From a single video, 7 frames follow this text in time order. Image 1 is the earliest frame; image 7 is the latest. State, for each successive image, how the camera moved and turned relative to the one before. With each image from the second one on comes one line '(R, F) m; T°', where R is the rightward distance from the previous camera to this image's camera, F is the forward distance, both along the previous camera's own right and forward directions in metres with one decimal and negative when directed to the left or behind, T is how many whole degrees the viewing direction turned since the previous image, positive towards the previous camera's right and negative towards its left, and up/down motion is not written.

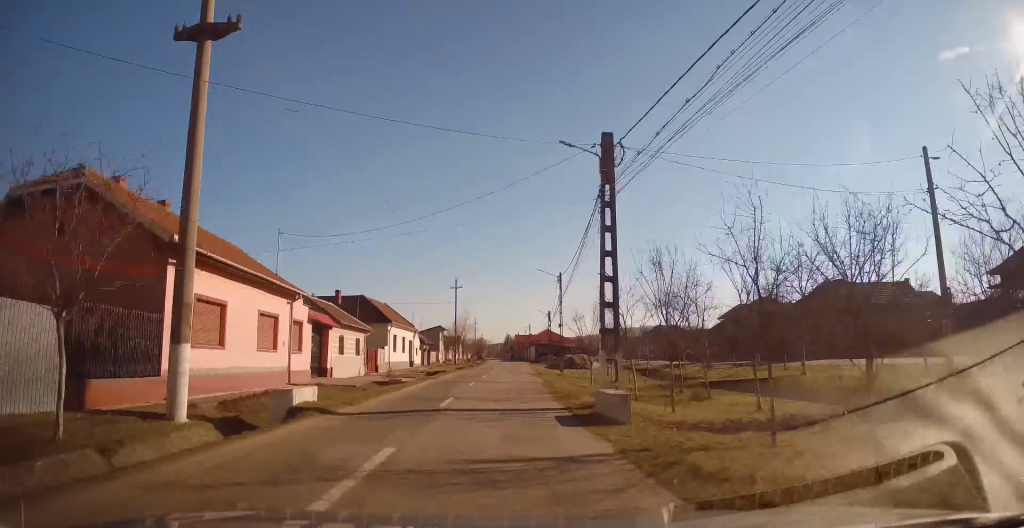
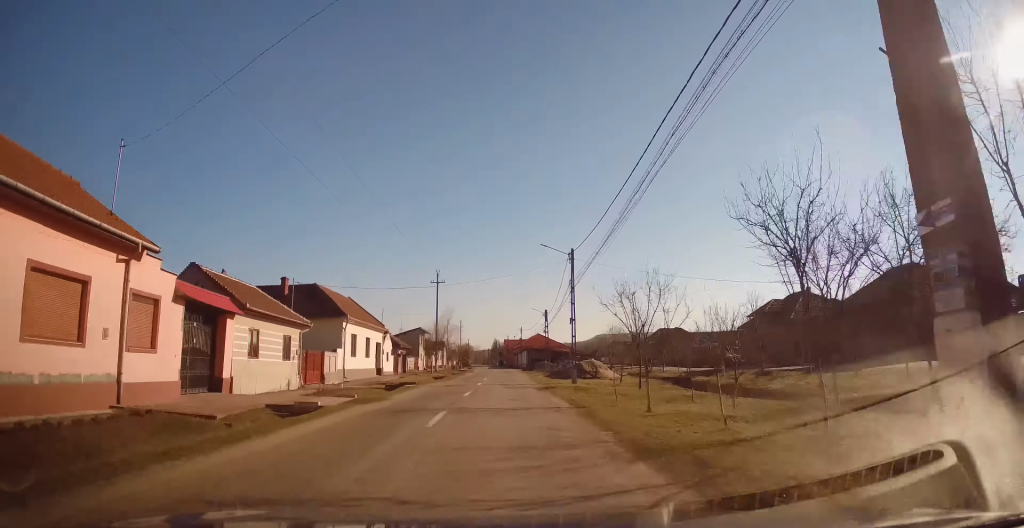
(+0.1, +11.7) m; +2°
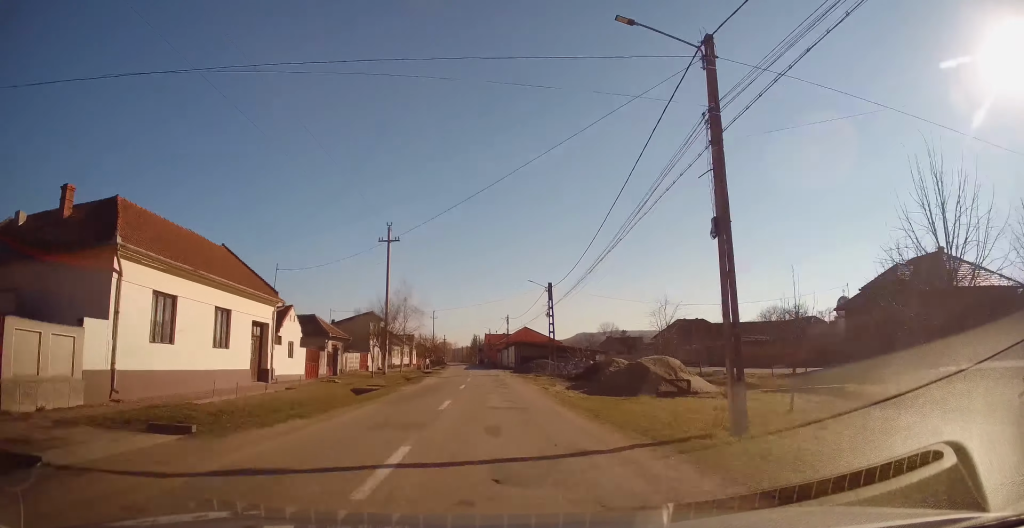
(+0.5, +23.3) m; +1°
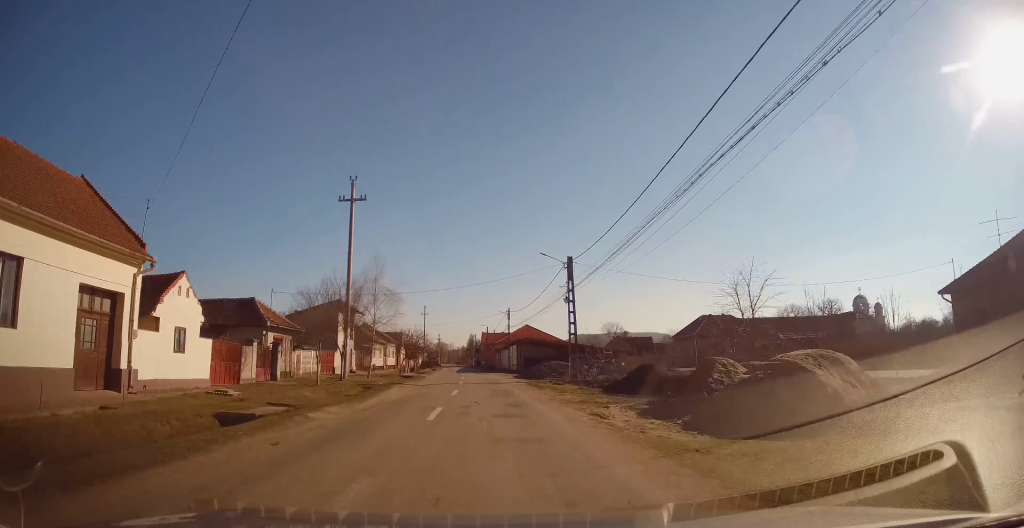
(-0.2, +12.4) m; 0°
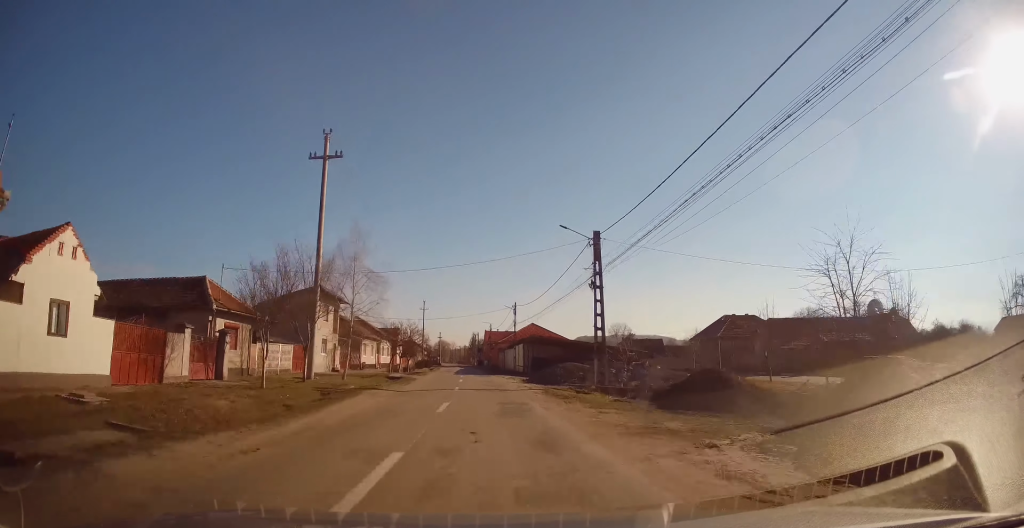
(+0.2, +7.2) m; +1°
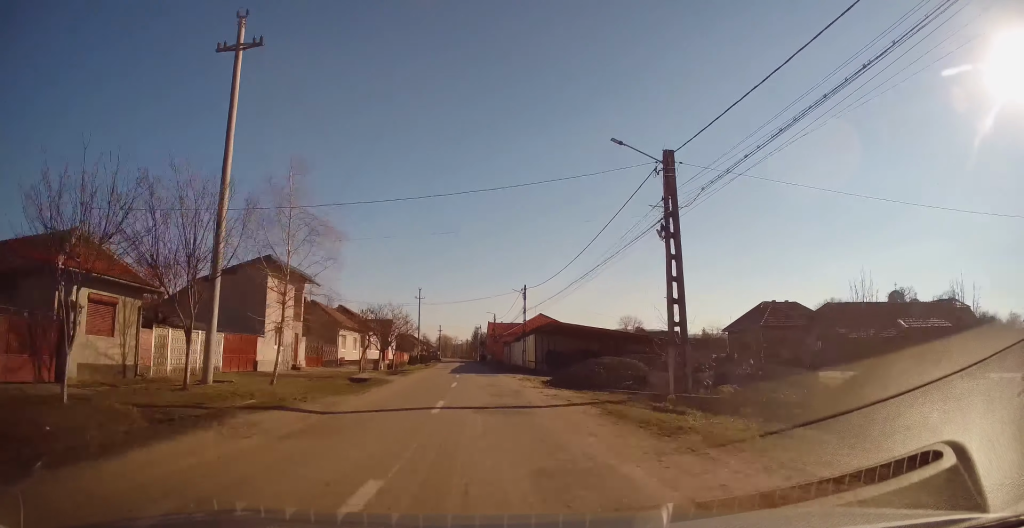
(+0.1, +10.8) m; +1°
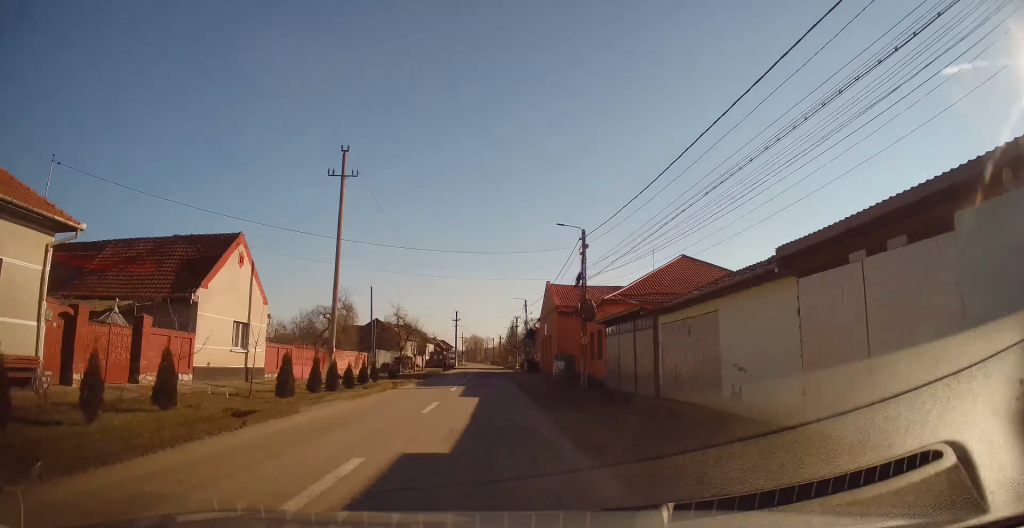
(-3.1, +61.6) m; -4°
